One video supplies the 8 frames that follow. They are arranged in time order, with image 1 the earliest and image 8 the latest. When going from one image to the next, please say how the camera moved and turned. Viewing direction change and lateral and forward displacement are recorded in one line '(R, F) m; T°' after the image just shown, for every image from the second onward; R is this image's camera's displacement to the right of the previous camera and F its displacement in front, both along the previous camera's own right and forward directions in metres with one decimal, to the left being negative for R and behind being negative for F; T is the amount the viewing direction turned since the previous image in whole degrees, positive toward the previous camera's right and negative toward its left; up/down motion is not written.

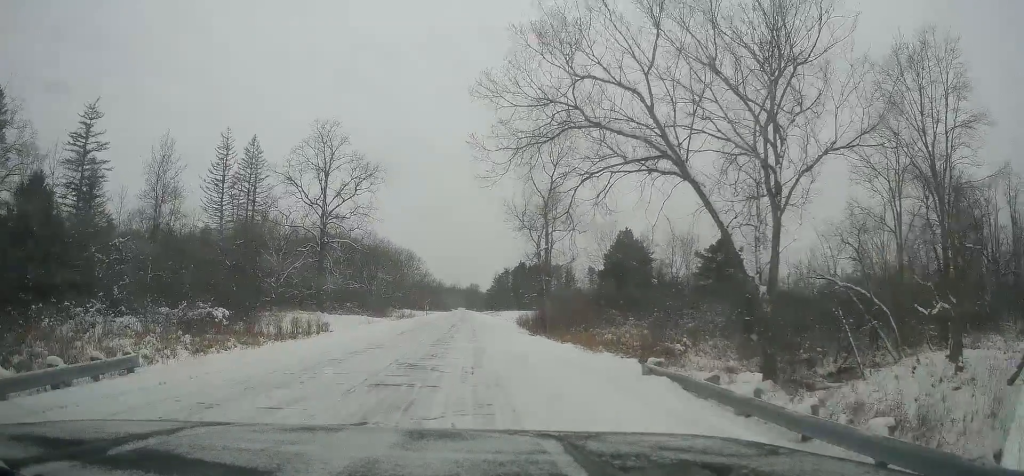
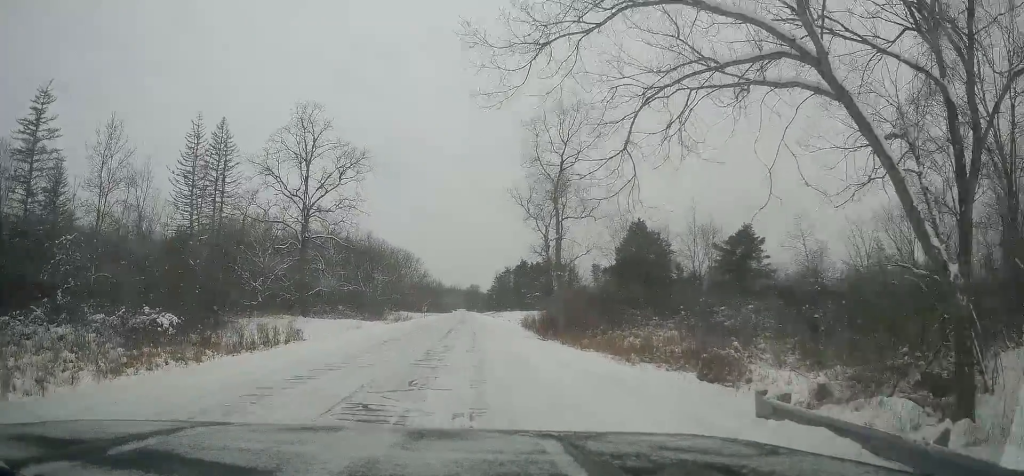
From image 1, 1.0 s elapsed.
(0.0, +6.7) m; 0°
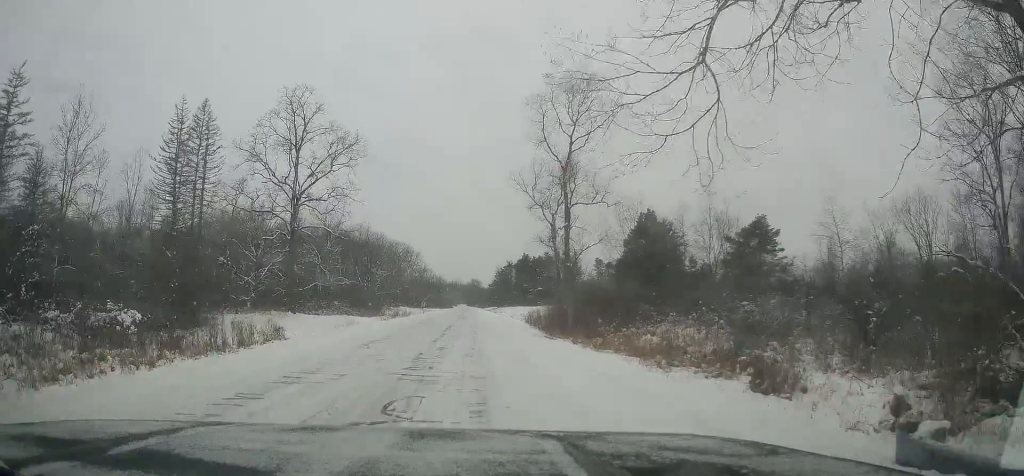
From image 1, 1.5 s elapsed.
(0.0, +3.7) m; 0°
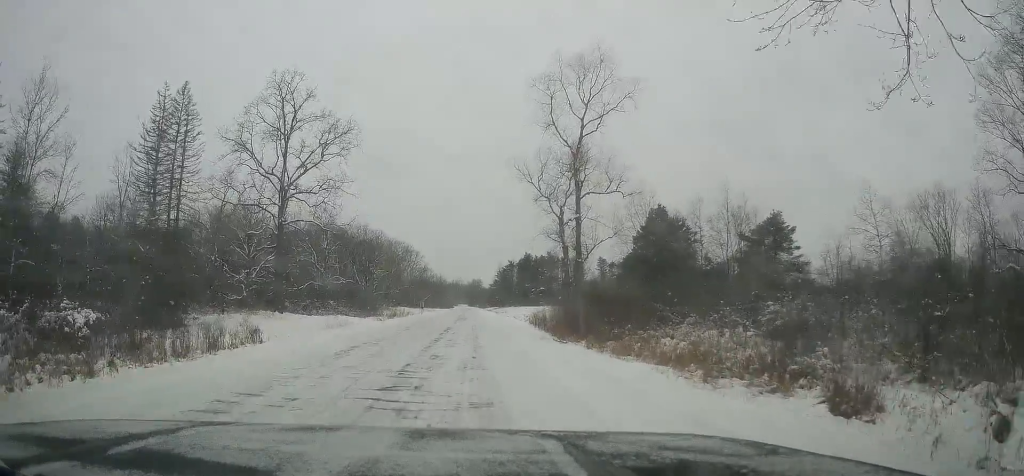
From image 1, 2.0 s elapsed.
(0.0, +3.7) m; 0°
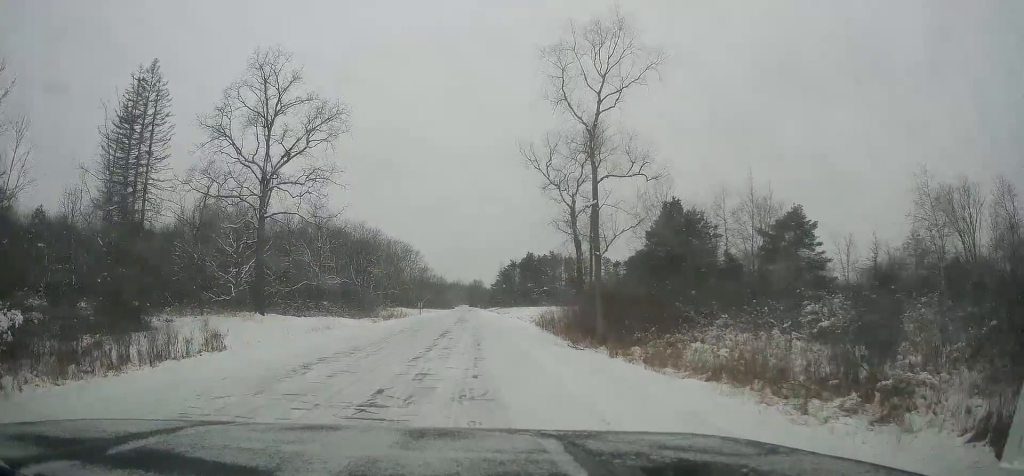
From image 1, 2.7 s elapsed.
(0.0, +4.6) m; -1°
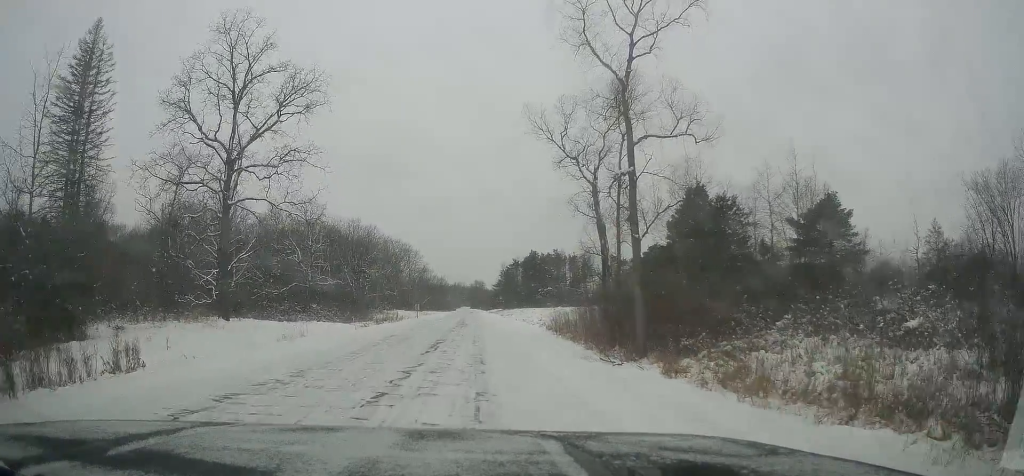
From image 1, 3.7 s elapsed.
(-0.1, +6.8) m; -3°
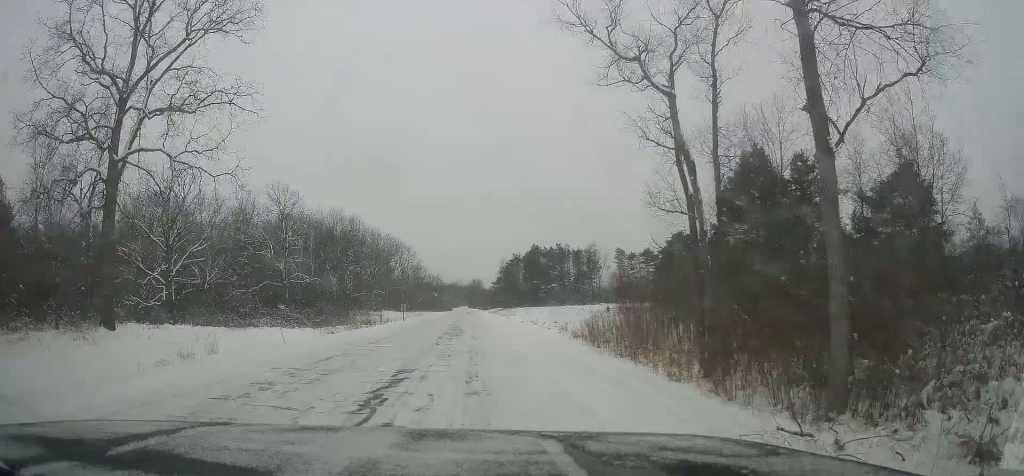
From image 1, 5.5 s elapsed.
(+0.2, +13.1) m; +4°
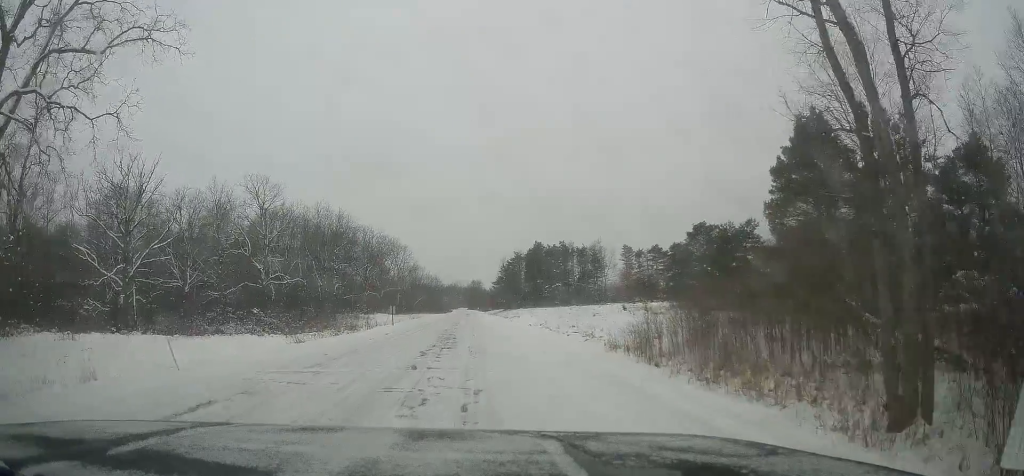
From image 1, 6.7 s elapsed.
(0.0, +8.9) m; 0°
